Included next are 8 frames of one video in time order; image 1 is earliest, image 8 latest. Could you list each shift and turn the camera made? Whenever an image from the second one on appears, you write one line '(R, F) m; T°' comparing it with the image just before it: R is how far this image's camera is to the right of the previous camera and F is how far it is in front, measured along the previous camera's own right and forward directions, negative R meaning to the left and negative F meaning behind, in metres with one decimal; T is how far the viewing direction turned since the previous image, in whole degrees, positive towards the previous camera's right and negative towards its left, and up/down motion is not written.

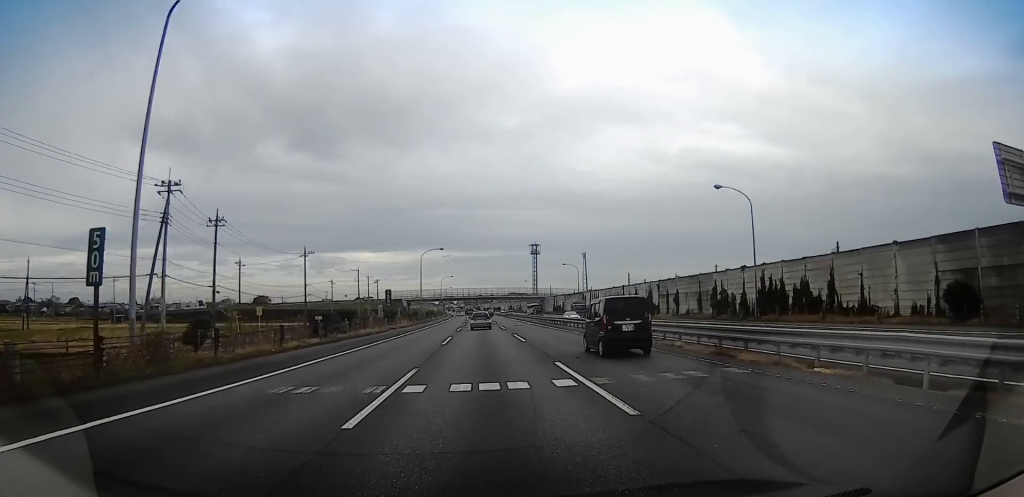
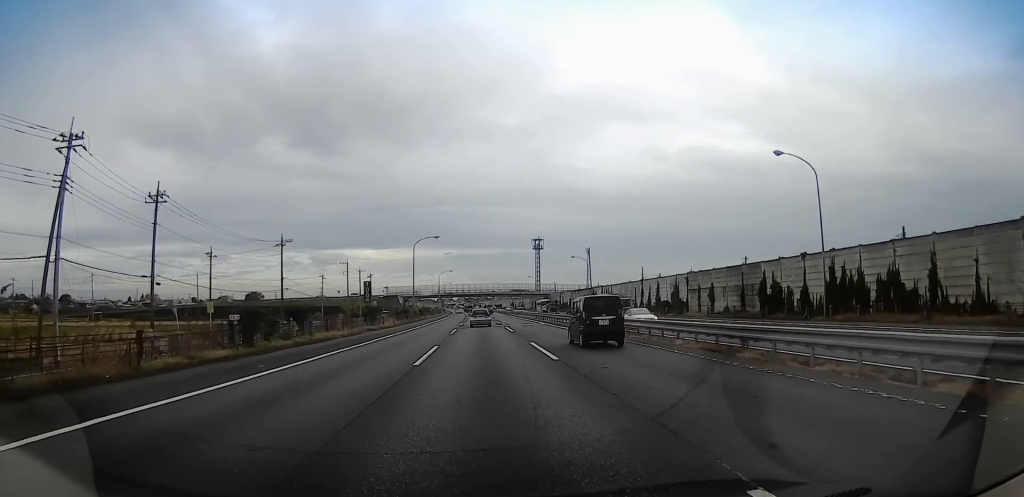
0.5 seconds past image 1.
(-0.5, +11.8) m; 0°
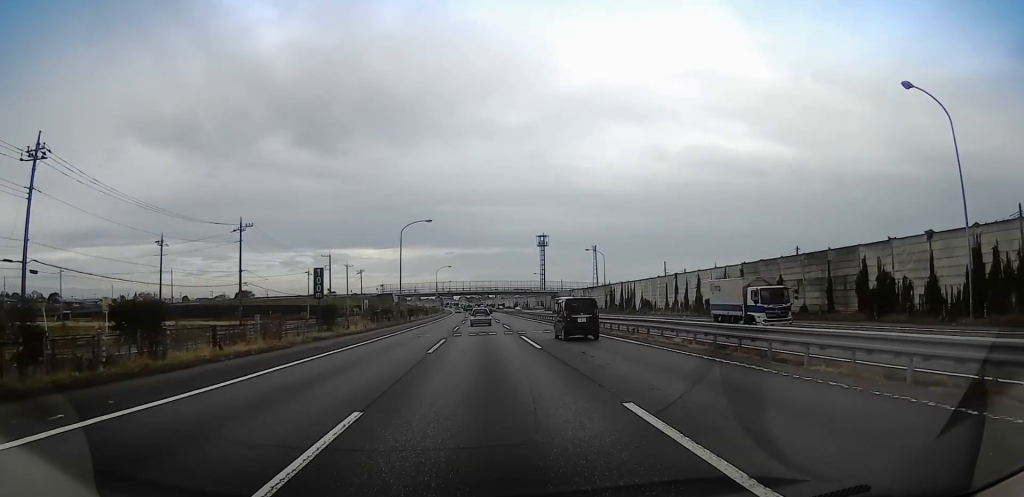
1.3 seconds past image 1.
(+0.2, +16.1) m; +1°
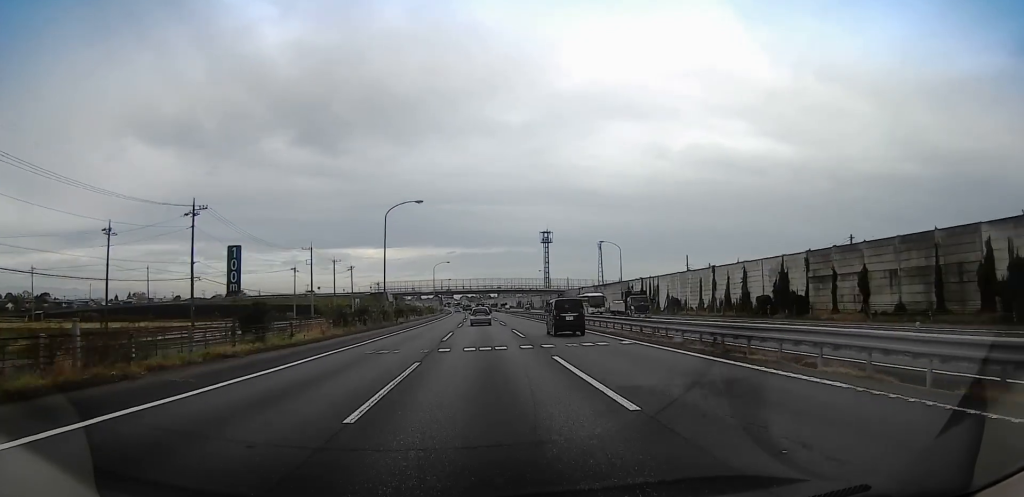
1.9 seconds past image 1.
(+0.3, +13.1) m; +1°
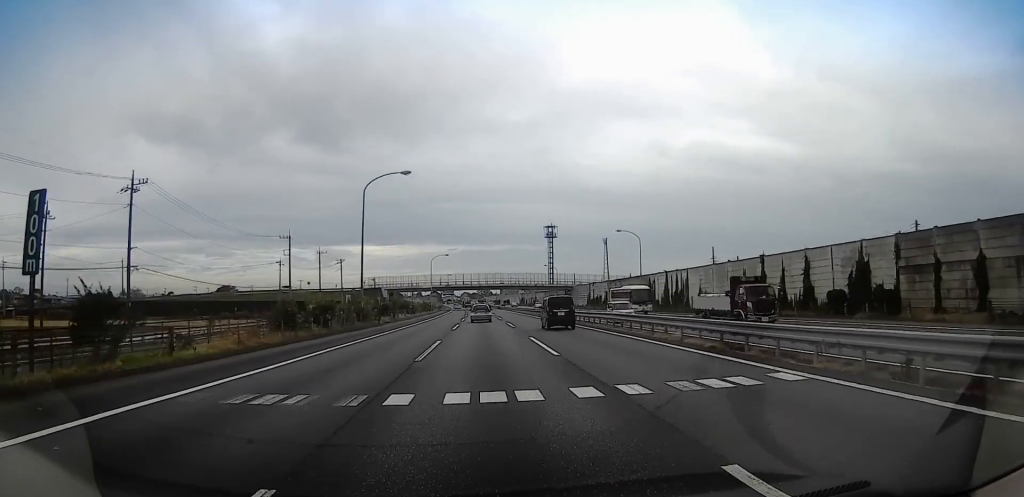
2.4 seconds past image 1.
(0.0, +11.5) m; 0°
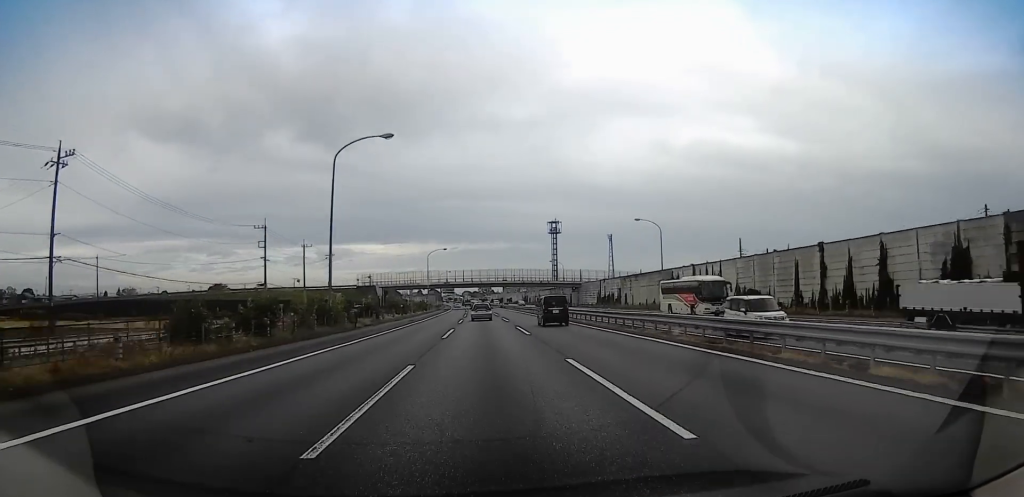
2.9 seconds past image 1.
(0.0, +10.0) m; 0°
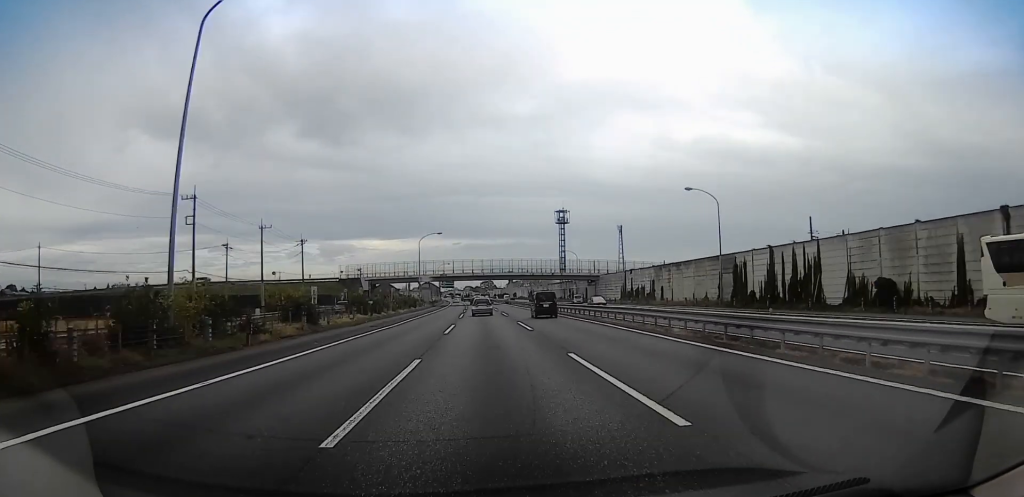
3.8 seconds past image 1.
(-0.3, +19.4) m; -1°
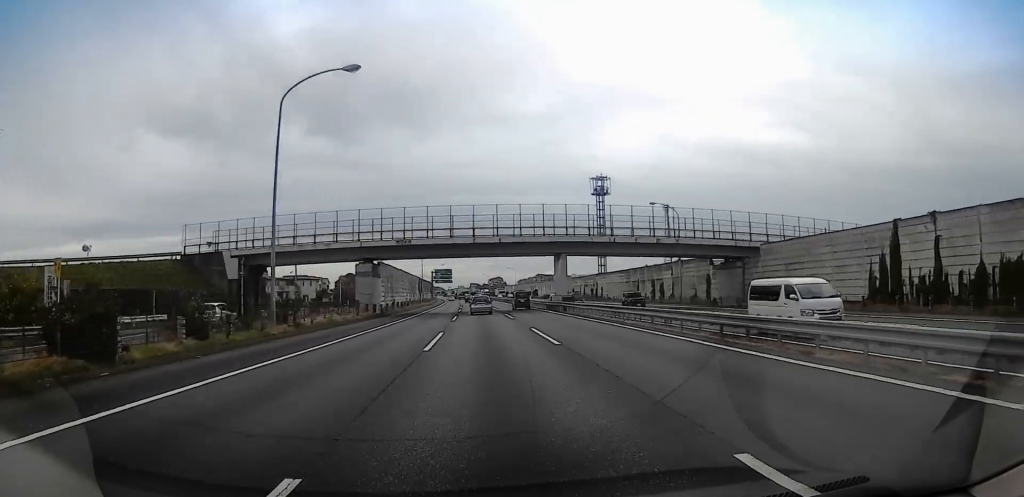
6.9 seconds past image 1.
(+0.6, +69.2) m; -1°
